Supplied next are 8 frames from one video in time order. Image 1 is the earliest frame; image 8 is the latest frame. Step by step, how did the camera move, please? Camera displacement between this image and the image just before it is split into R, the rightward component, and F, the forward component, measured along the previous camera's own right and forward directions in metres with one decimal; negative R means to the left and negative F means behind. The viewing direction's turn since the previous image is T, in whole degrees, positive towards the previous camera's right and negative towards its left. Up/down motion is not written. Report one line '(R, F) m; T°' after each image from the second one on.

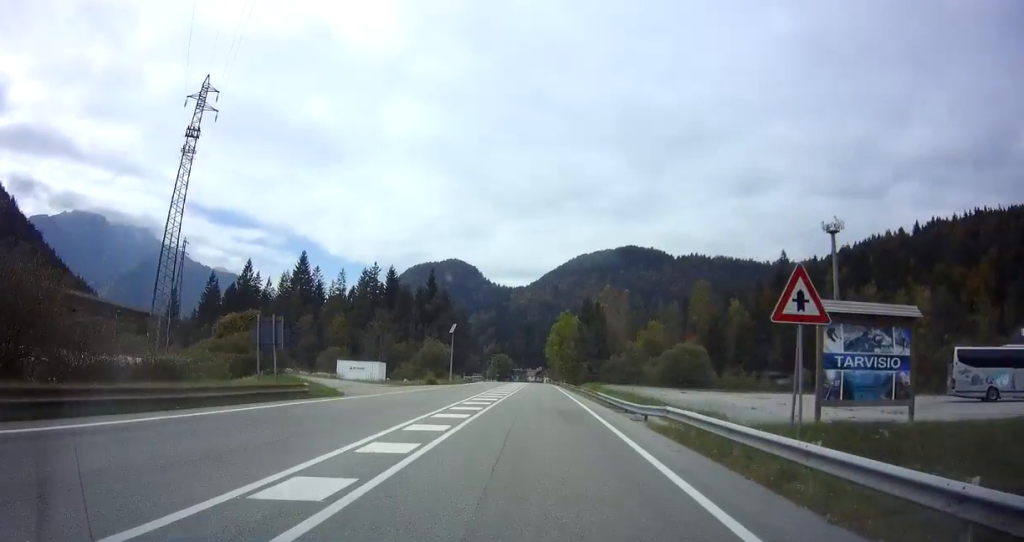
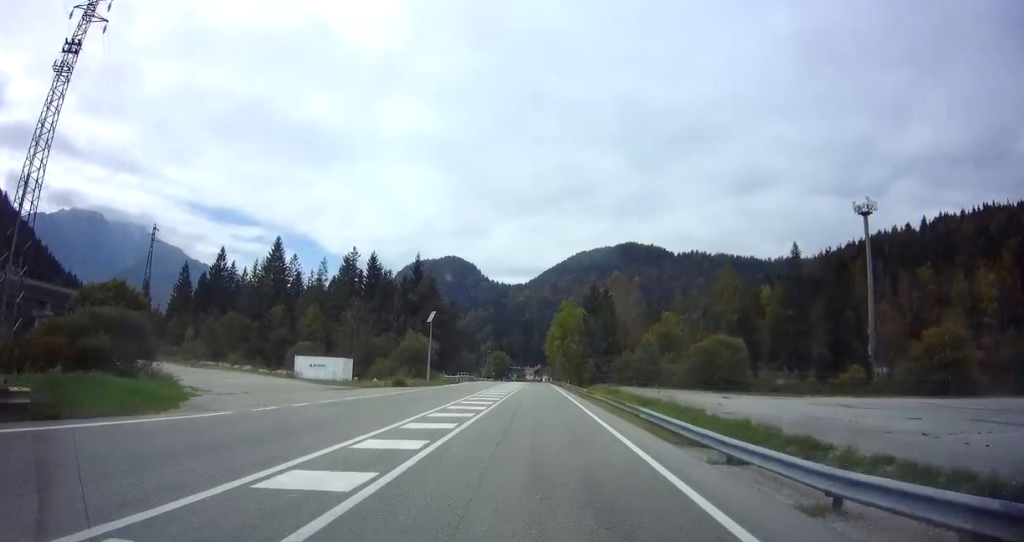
(+0.3, +12.7) m; 0°
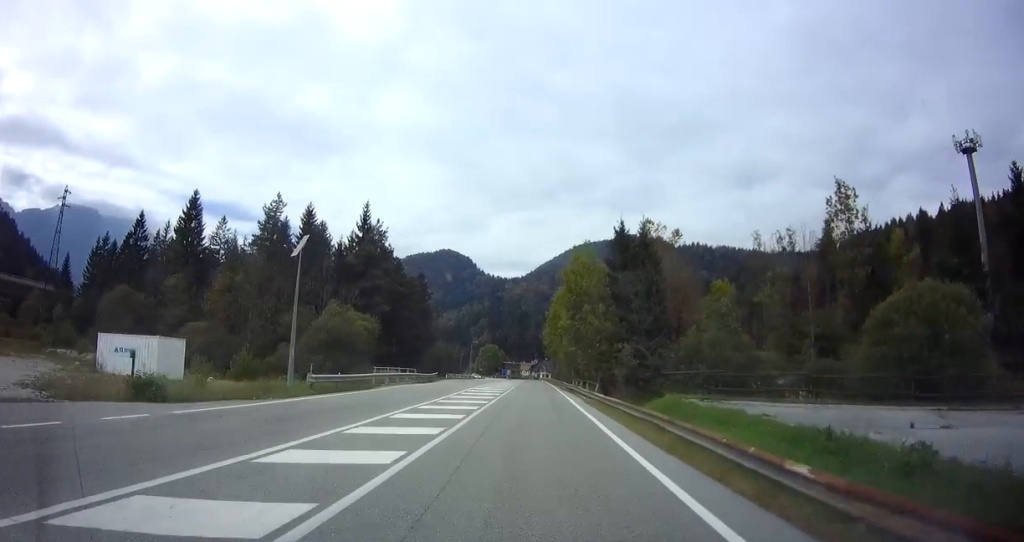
(-0.5, +30.7) m; -1°
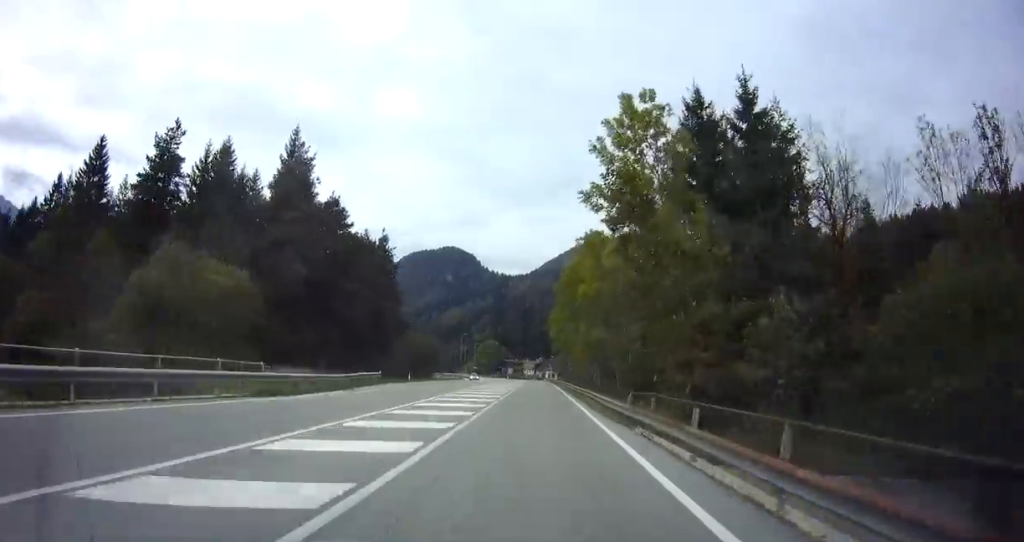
(0.0, +24.7) m; 0°
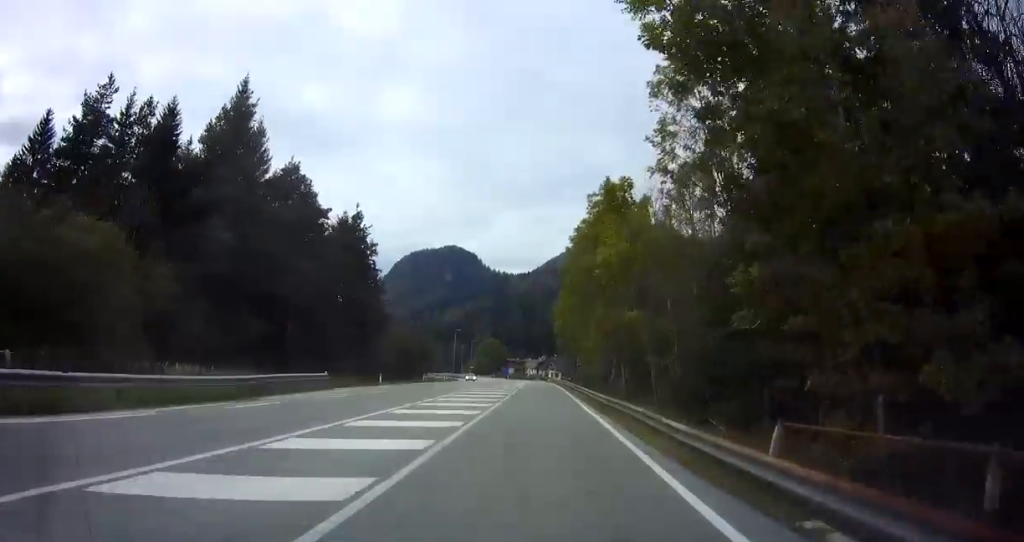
(0.0, +10.7) m; 0°
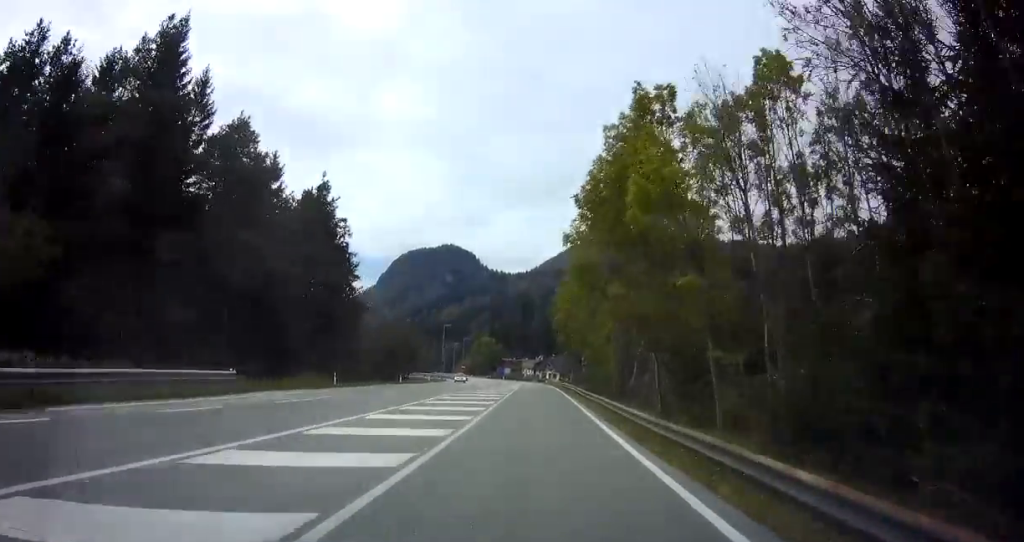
(0.0, +9.3) m; +1°
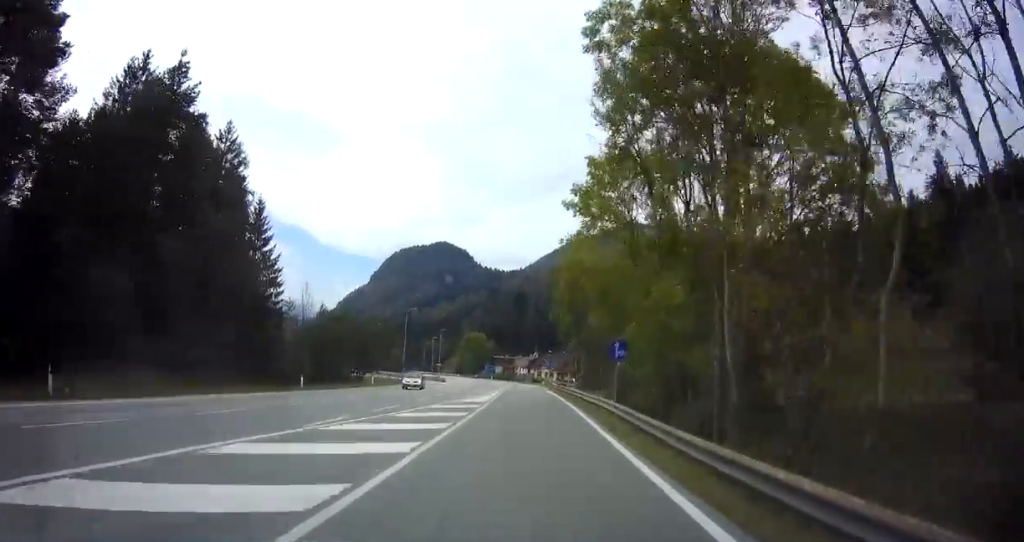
(+0.4, +22.5) m; 0°
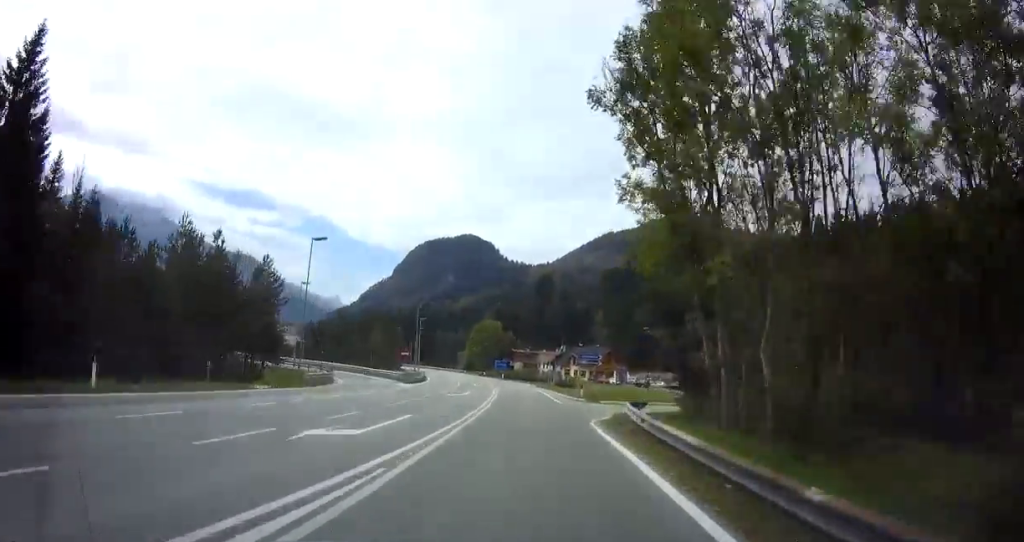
(-0.8, +33.8) m; -2°
